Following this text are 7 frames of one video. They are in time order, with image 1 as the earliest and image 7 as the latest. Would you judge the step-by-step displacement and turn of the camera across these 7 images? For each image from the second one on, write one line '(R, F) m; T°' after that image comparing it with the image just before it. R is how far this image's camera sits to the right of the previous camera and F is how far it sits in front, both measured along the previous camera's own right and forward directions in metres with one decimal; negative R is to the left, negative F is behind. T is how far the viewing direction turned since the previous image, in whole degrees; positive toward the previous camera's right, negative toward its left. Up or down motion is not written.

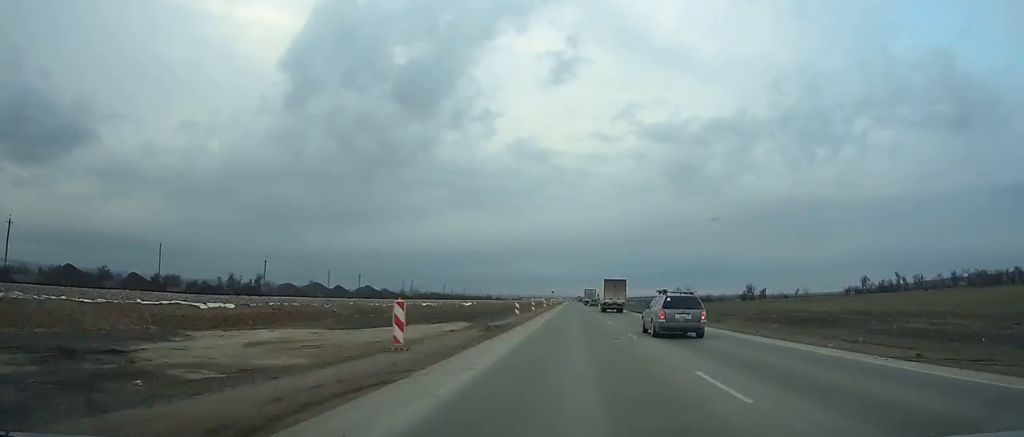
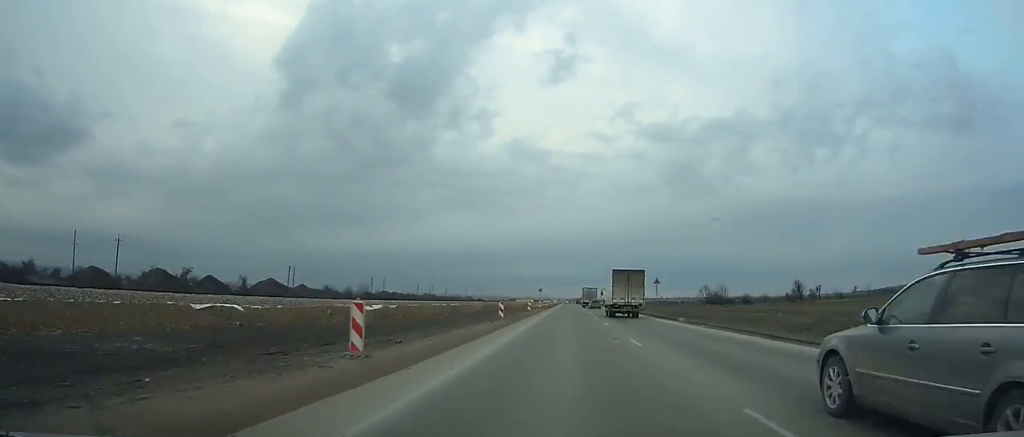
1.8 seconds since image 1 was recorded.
(+0.3, +46.4) m; 0°
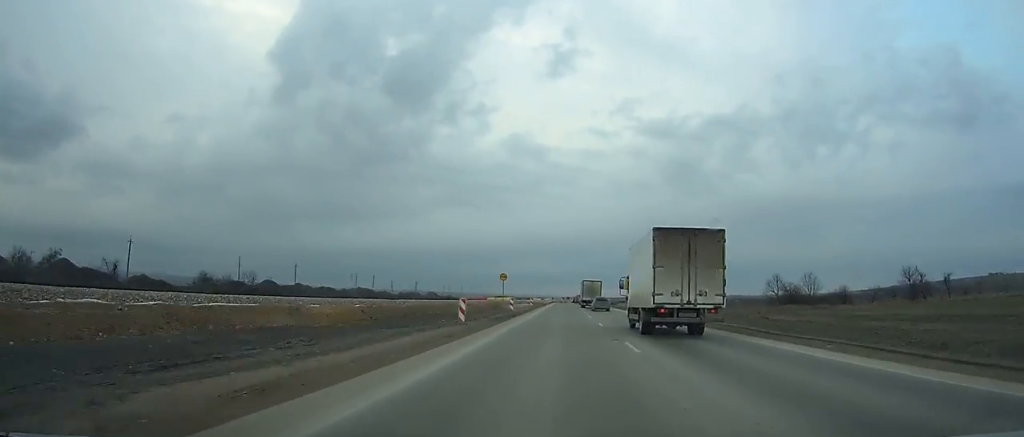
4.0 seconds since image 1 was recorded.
(+0.1, +51.2) m; 0°
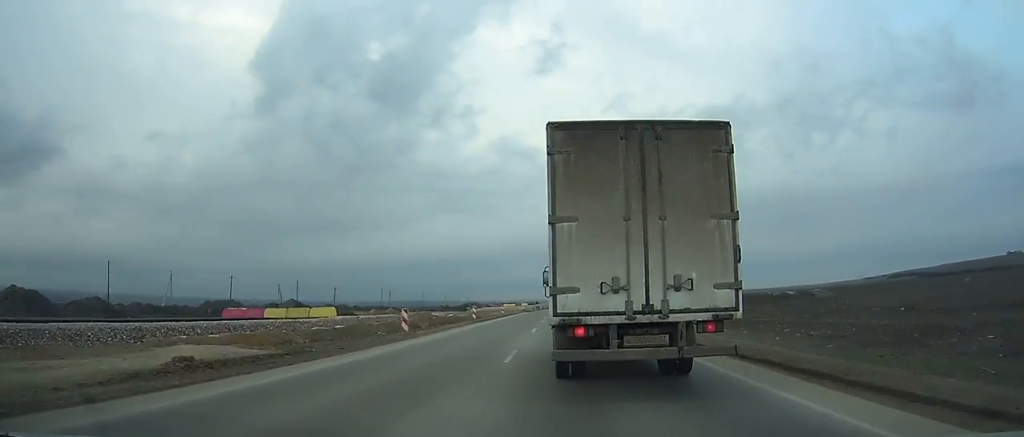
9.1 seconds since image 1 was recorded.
(+0.3, +99.1) m; -1°
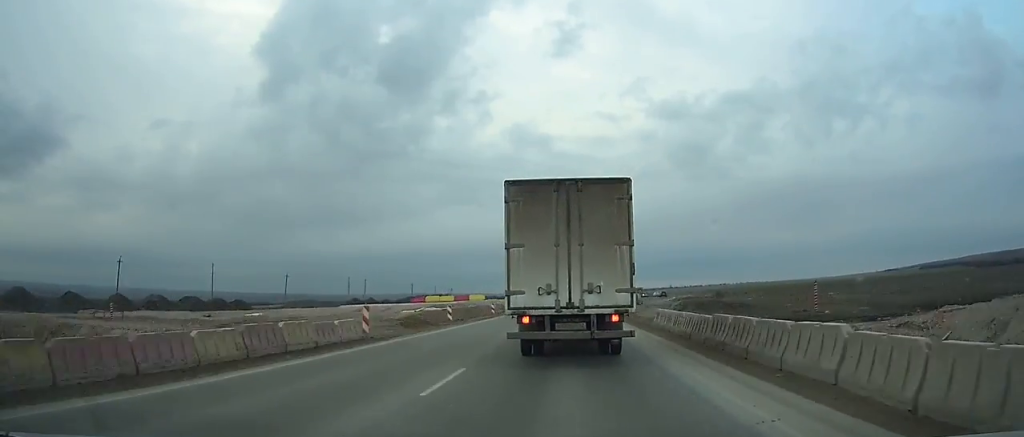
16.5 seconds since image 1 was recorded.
(-1.4, +108.6) m; 0°
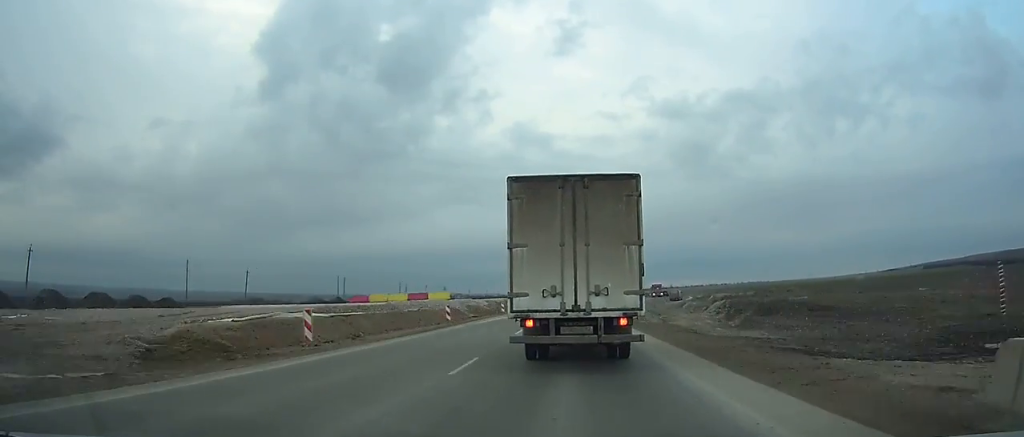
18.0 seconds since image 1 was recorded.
(+0.2, +19.2) m; +2°
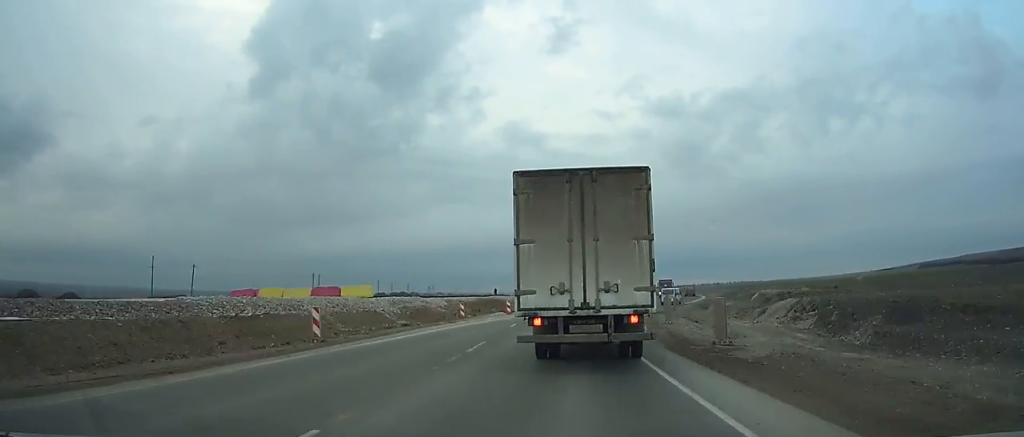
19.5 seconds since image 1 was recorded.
(-0.2, +18.6) m; +2°
